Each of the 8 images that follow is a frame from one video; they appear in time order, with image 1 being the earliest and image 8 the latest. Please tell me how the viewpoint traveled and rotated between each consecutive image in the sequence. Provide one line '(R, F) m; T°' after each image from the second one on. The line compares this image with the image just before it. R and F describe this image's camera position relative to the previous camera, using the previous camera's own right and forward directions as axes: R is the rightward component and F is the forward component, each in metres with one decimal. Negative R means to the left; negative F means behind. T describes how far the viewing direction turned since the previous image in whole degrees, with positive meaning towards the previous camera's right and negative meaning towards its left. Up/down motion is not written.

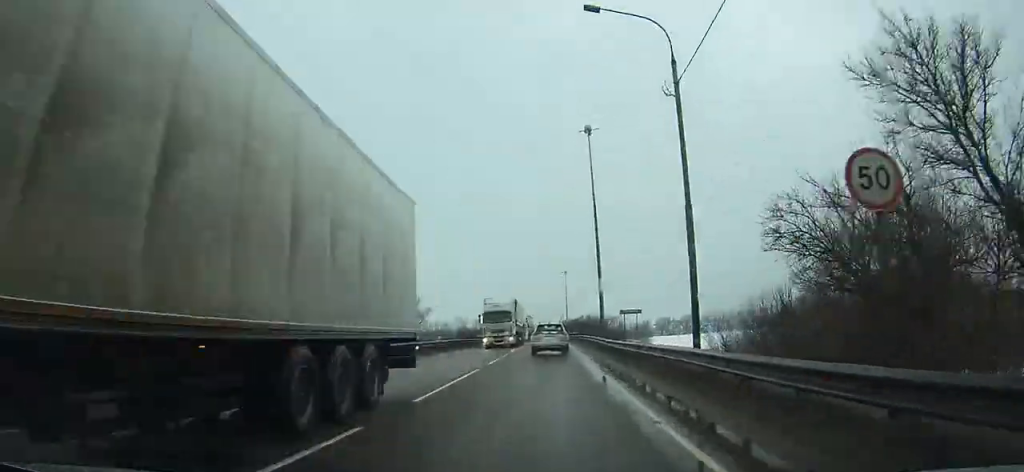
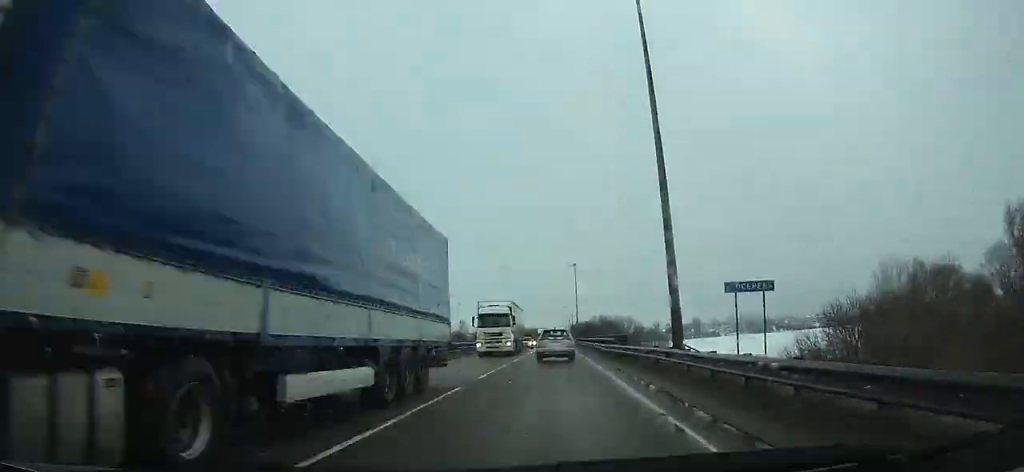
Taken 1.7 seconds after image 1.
(-0.2, +29.5) m; 0°
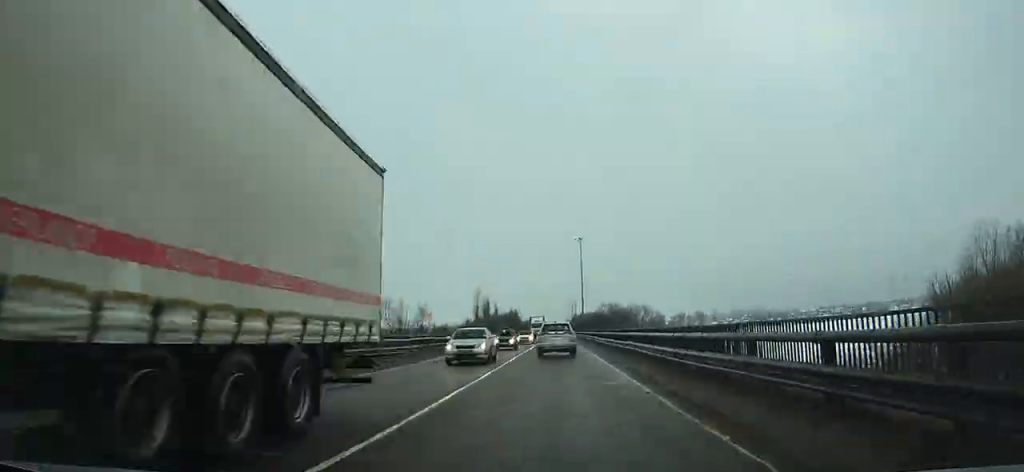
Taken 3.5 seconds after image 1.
(-0.1, +31.2) m; 0°
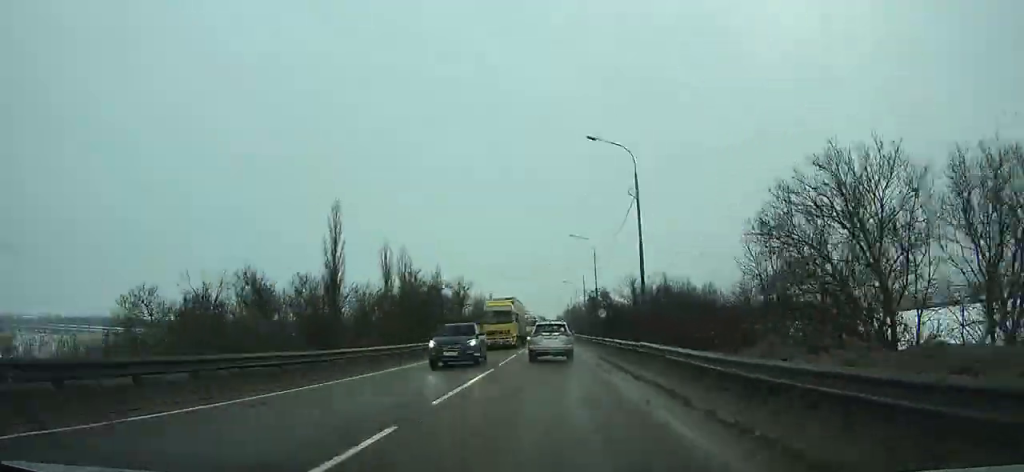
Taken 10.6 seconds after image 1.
(-0.3, +118.8) m; +1°
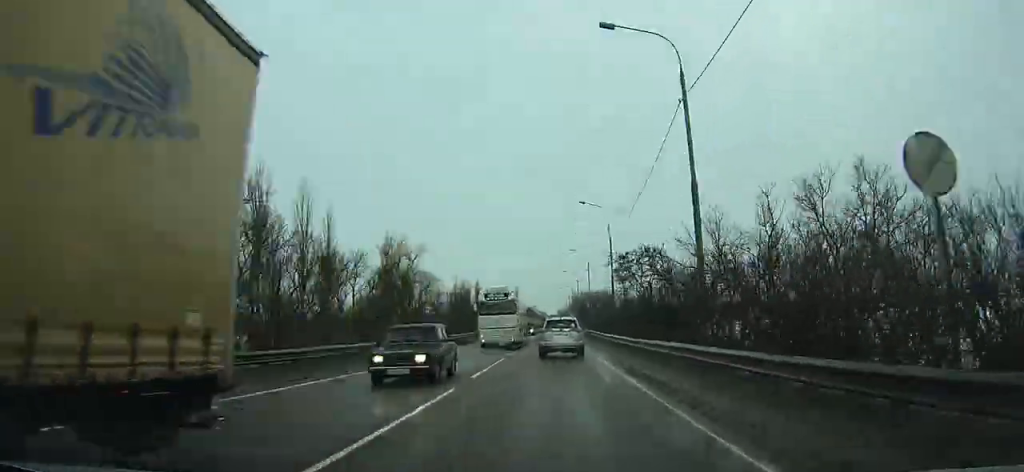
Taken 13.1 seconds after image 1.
(+0.4, +37.6) m; 0°
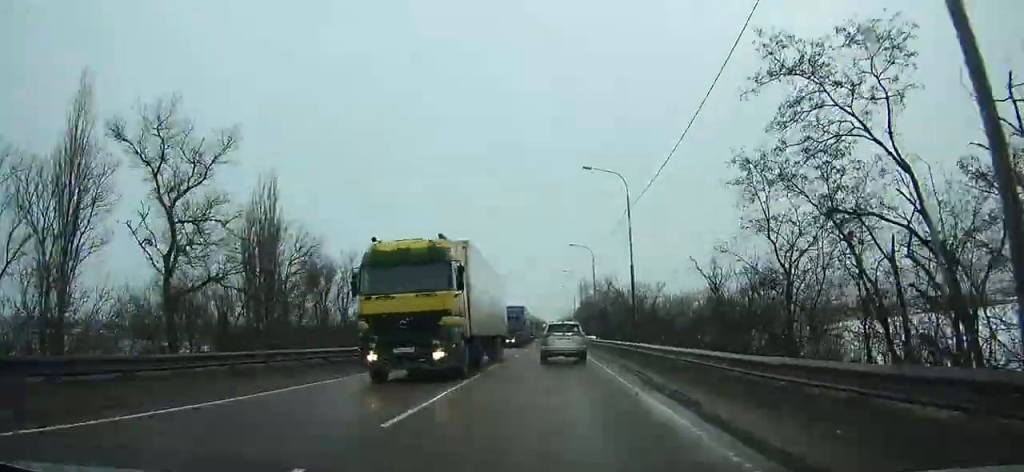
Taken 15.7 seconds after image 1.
(+0.5, +35.0) m; -1°
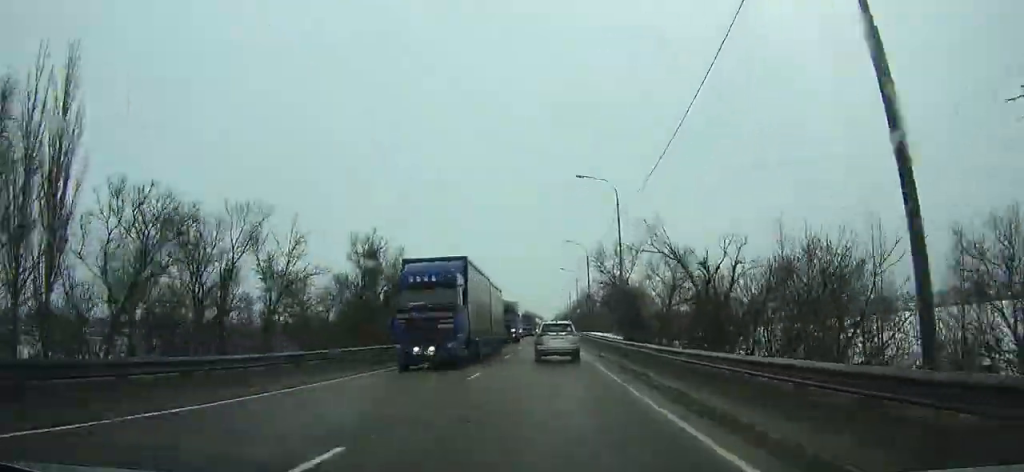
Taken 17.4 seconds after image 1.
(-0.9, +20.2) m; -2°
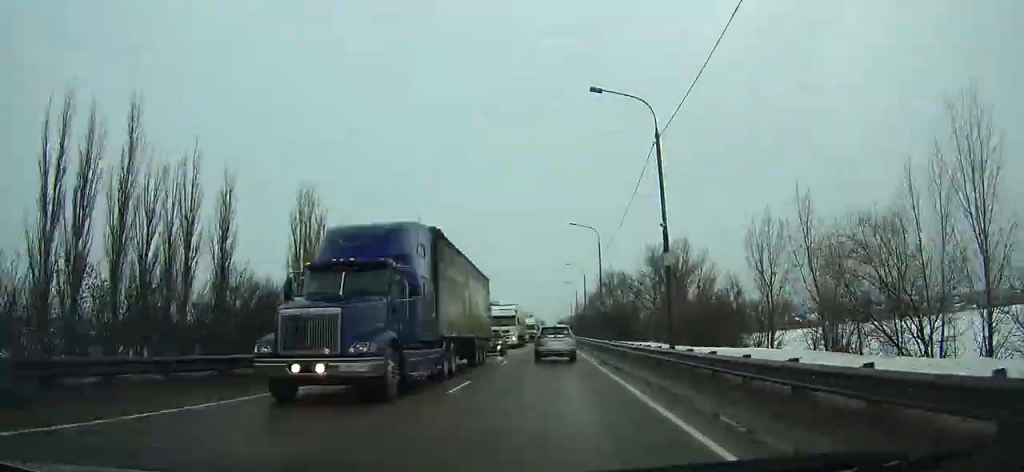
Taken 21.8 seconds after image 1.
(-0.4, +42.8) m; 0°
